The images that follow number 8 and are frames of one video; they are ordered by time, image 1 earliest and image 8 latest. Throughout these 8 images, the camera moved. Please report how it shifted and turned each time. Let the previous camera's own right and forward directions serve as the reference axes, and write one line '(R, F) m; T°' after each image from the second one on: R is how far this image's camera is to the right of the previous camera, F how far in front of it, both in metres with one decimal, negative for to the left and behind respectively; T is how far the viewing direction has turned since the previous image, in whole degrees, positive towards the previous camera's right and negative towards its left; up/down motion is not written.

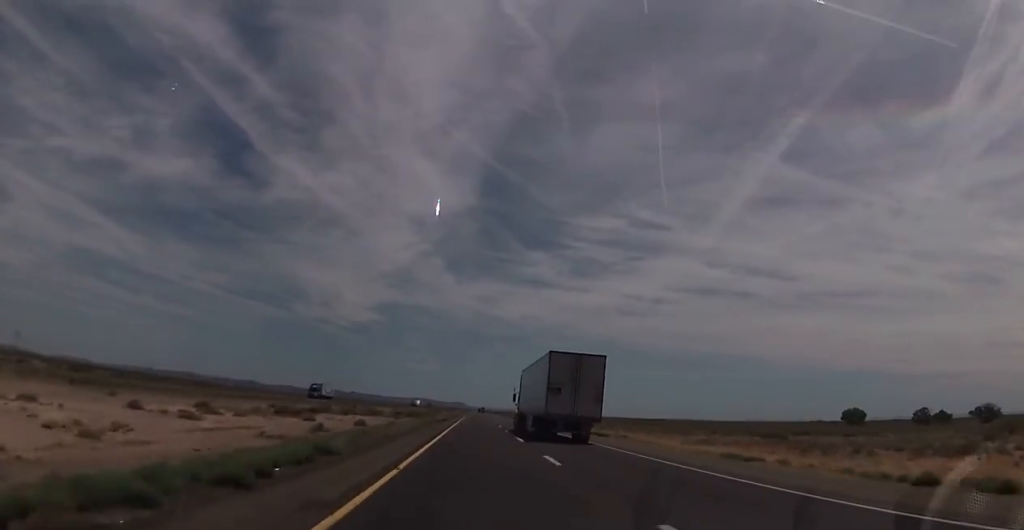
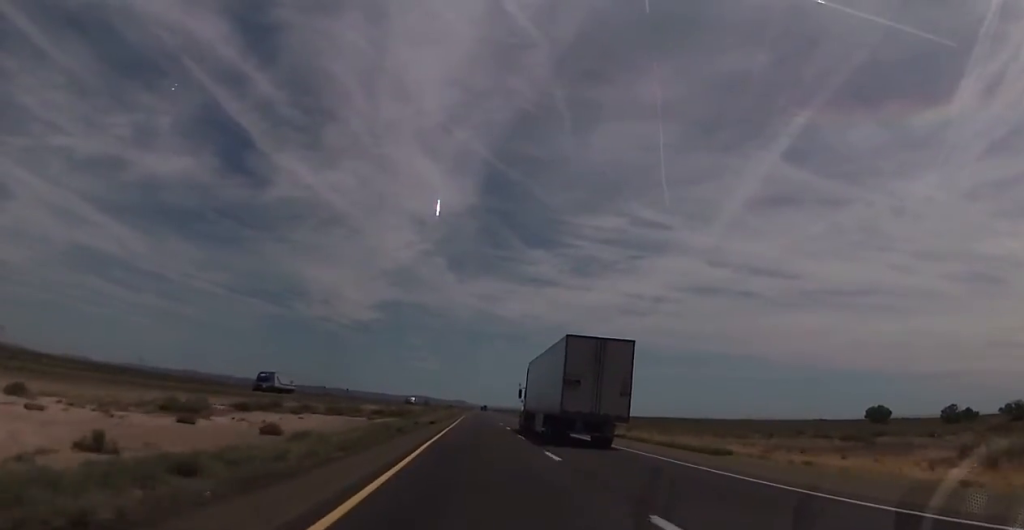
(-0.1, +24.1) m; 0°
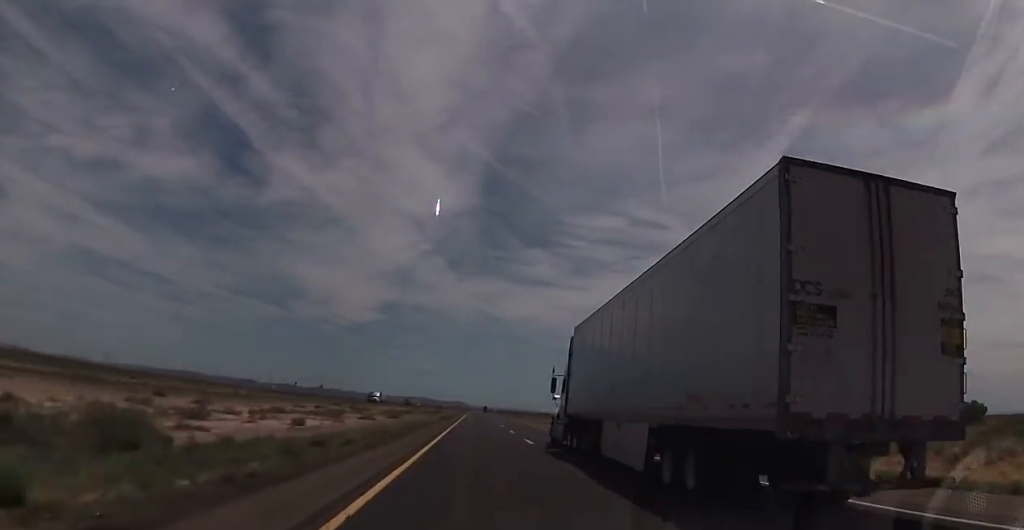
(+0.7, +77.2) m; 0°
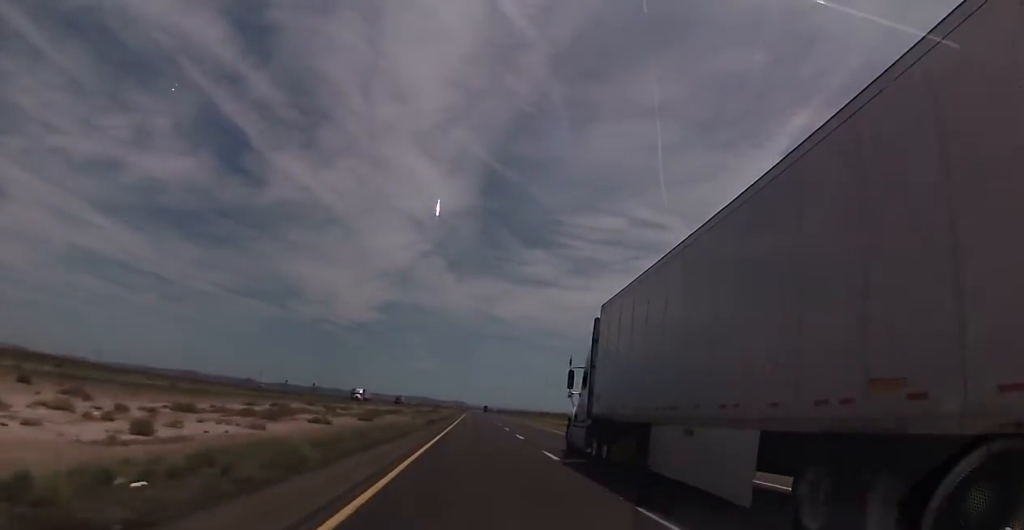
(-0.2, +20.4) m; -1°
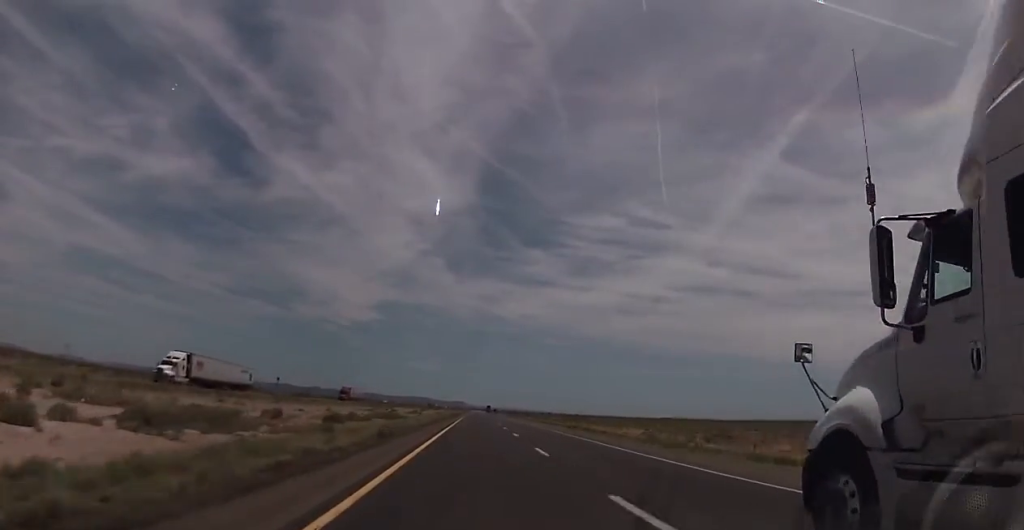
(+1.0, +72.1) m; +1°
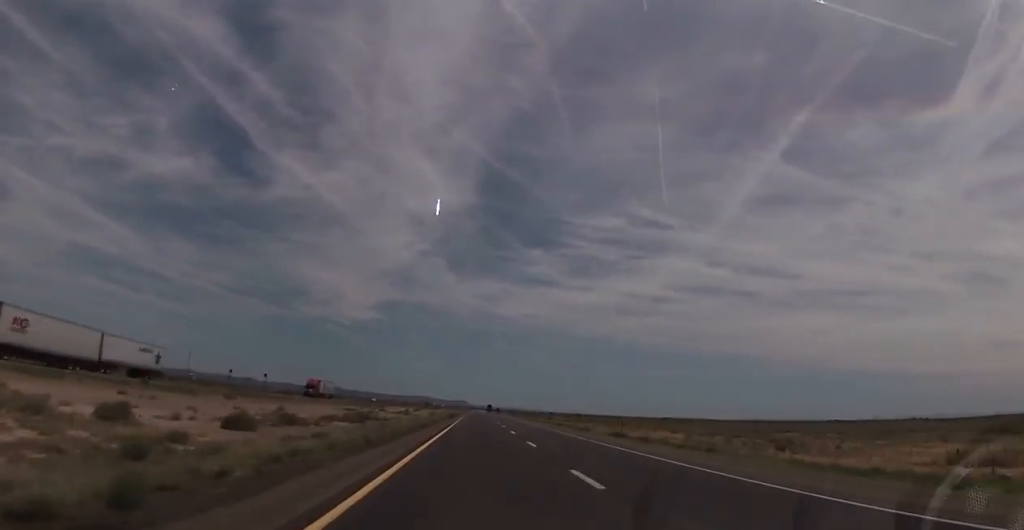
(-0.3, +20.5) m; 0°
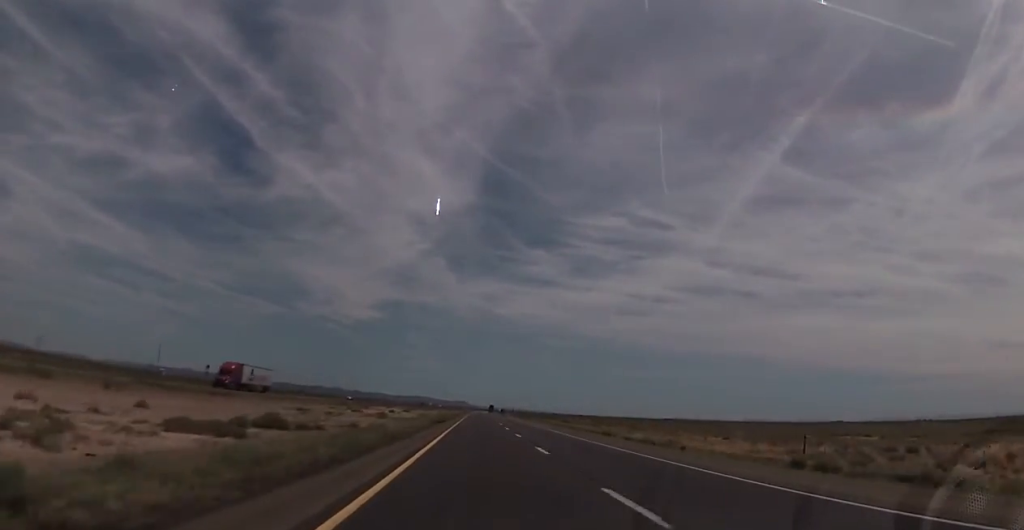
(-0.2, +27.7) m; 0°
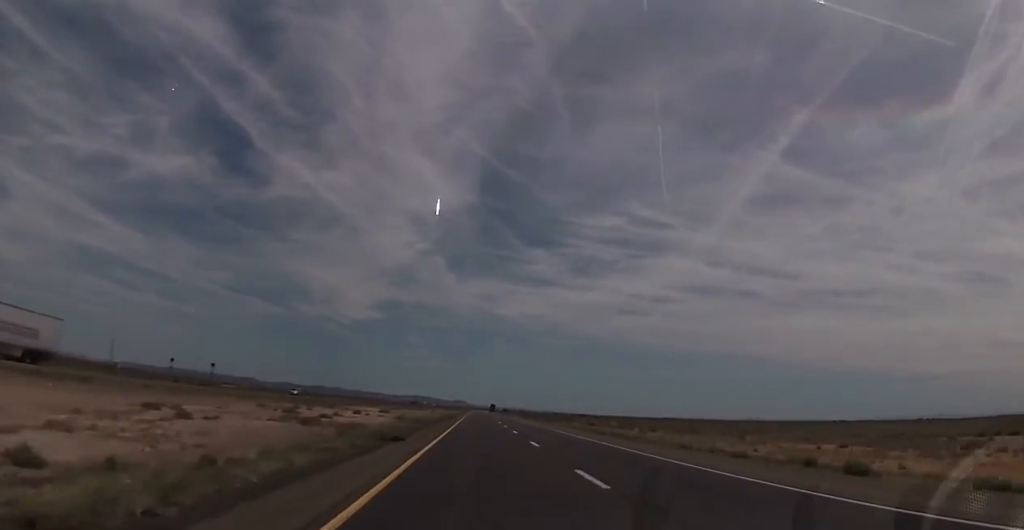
(+0.1, +33.8) m; +1°
